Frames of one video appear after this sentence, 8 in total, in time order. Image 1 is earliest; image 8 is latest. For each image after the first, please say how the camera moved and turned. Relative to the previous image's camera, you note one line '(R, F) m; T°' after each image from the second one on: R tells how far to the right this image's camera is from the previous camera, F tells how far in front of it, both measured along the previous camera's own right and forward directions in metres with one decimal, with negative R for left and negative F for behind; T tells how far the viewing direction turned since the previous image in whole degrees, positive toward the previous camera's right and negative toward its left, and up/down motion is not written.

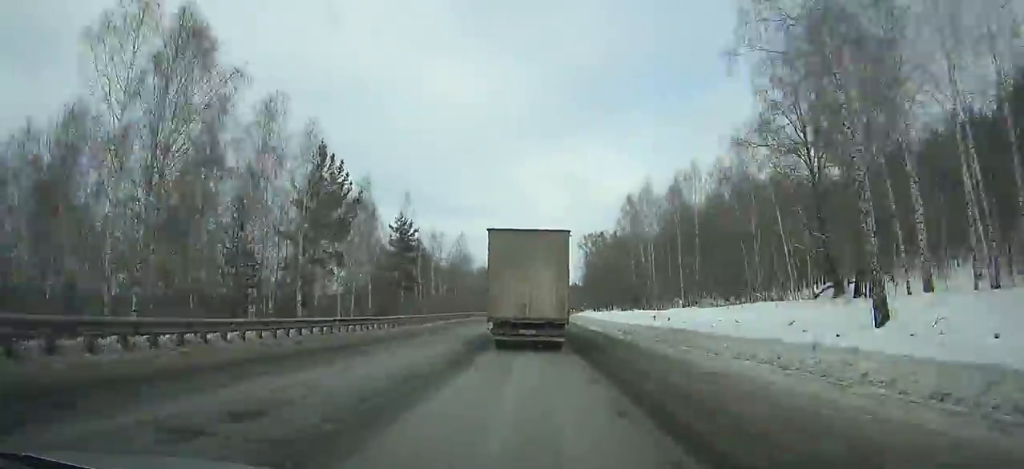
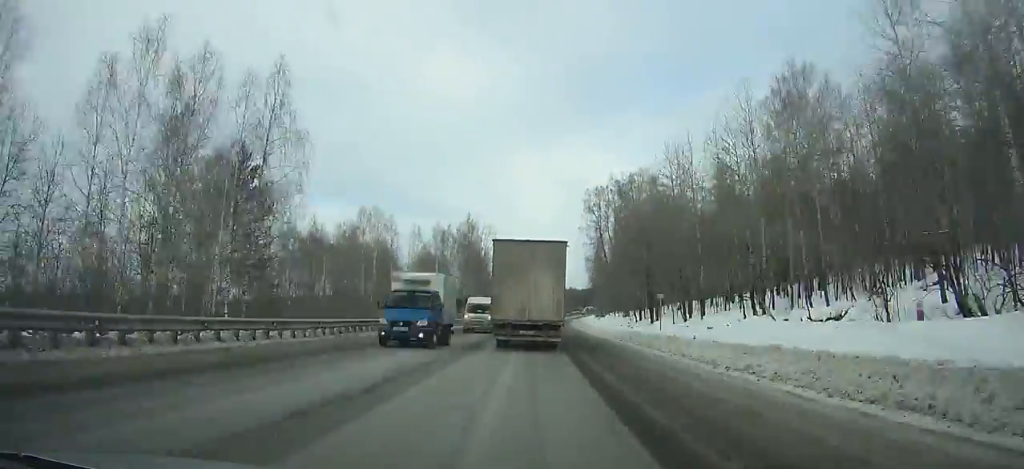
(+0.8, +73.0) m; +2°
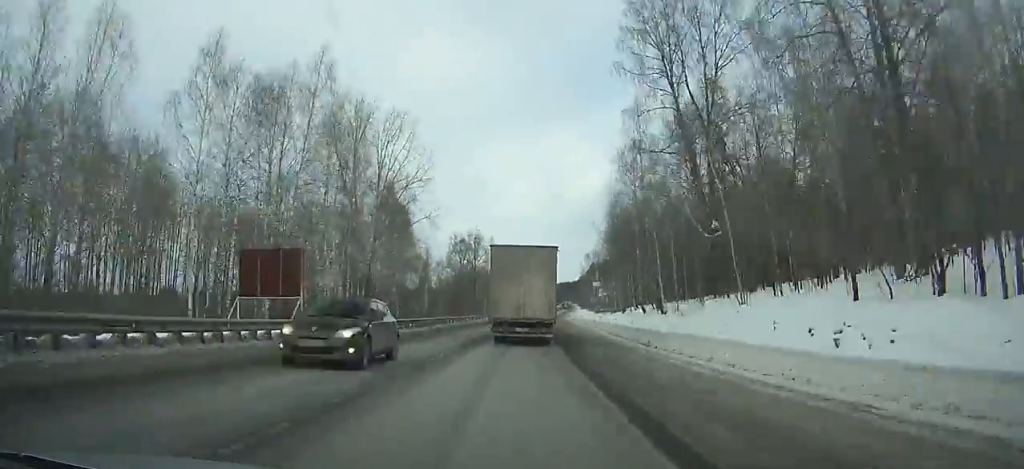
(+1.7, +67.6) m; +3°
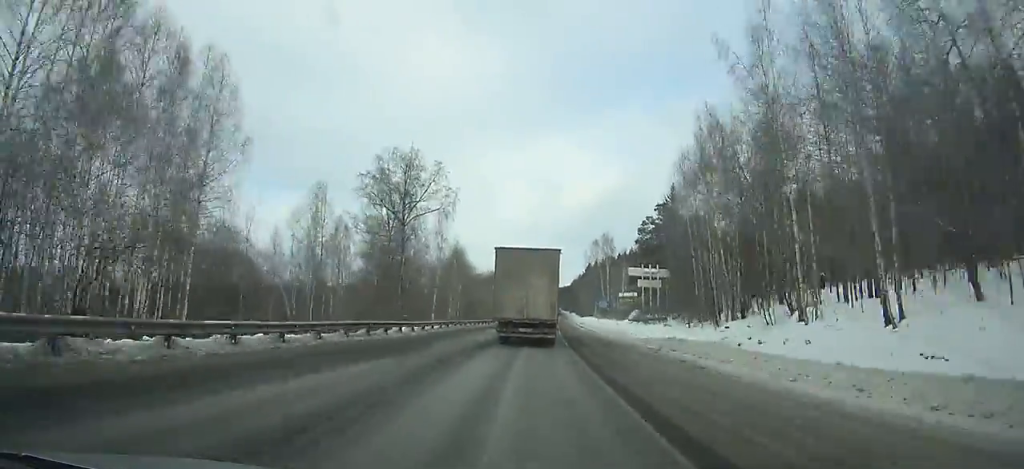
(+0.7, +56.7) m; +1°
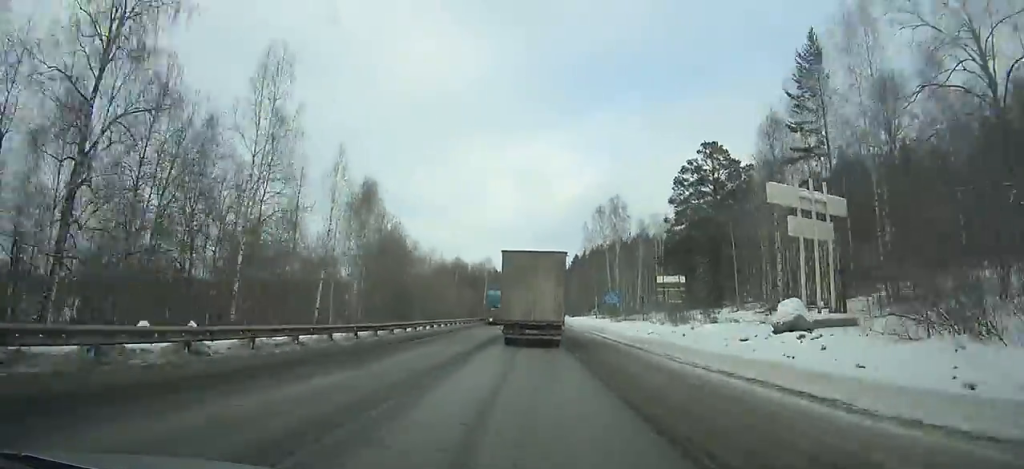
(+0.6, +47.4) m; +1°
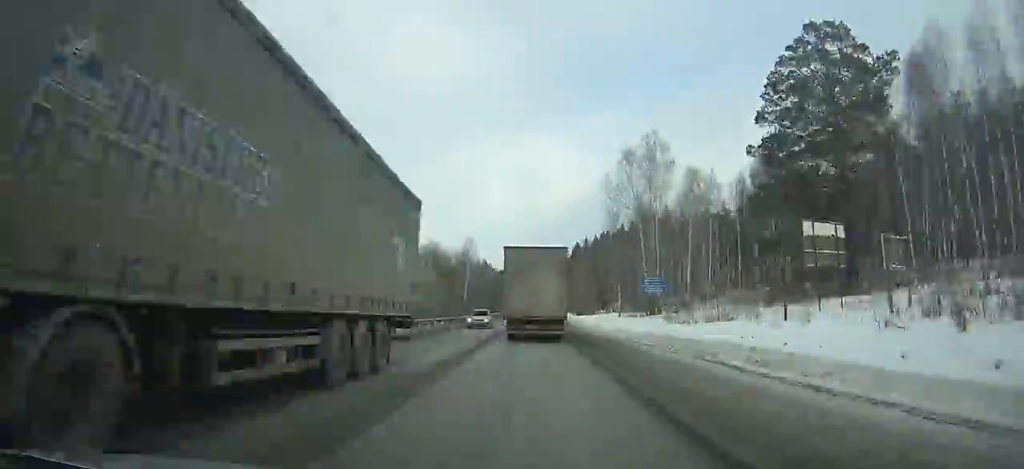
(+0.2, +35.7) m; +1°
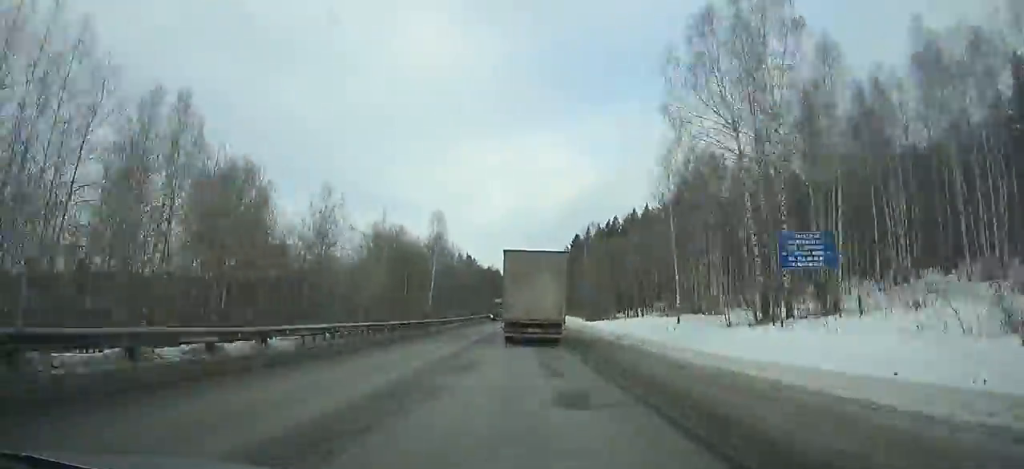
(+0.1, +35.6) m; 0°
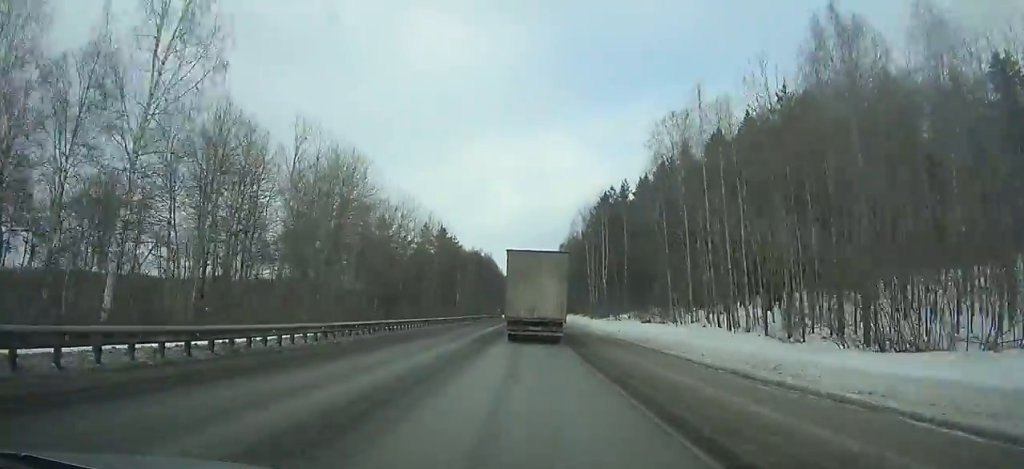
(+0.5, +72.8) m; 0°
